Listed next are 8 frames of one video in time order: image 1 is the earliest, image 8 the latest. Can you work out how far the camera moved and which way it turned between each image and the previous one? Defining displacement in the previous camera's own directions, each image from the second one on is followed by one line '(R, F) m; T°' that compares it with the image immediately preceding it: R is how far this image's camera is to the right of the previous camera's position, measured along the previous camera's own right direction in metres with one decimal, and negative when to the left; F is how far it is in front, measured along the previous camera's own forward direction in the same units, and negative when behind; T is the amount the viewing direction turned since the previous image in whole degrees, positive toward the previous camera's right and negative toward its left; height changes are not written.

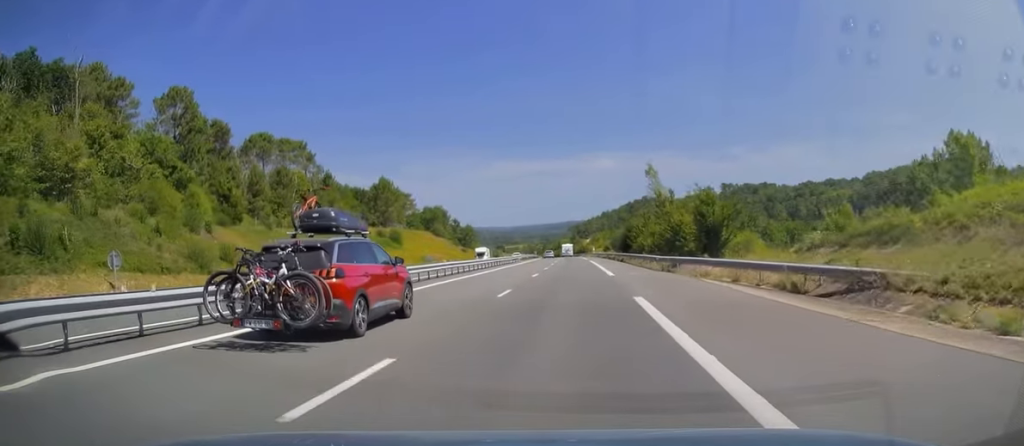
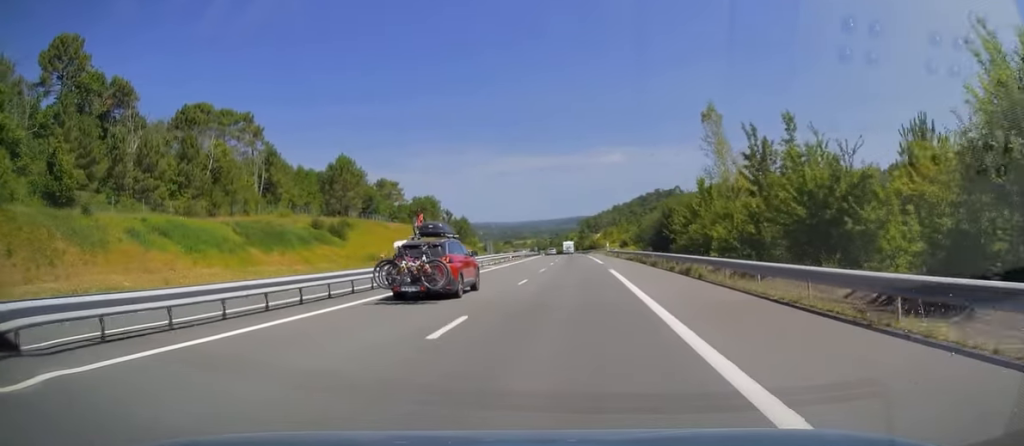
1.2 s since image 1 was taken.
(-0.3, +35.1) m; -1°
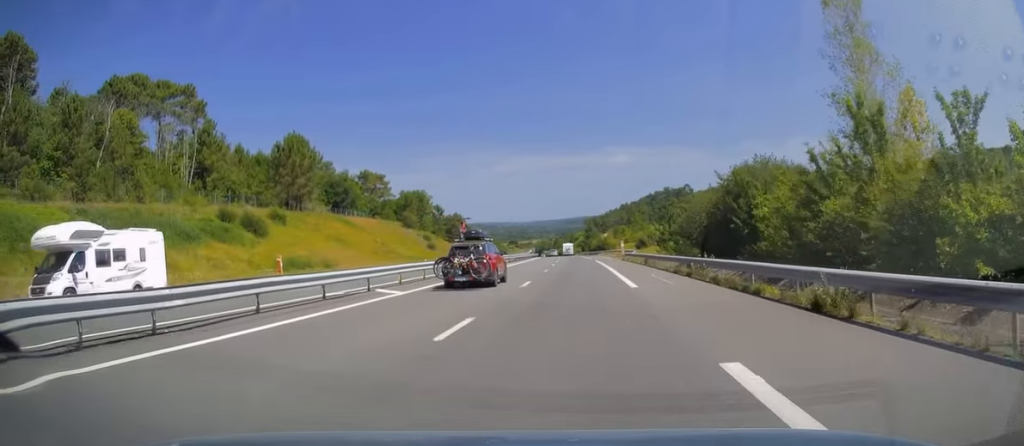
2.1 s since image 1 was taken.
(0.0, +26.6) m; -1°
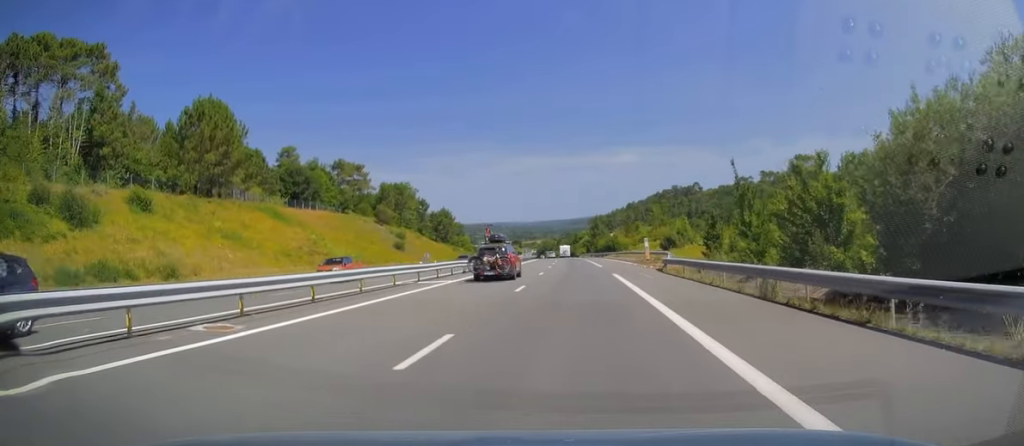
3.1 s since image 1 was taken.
(-0.3, +28.8) m; -1°
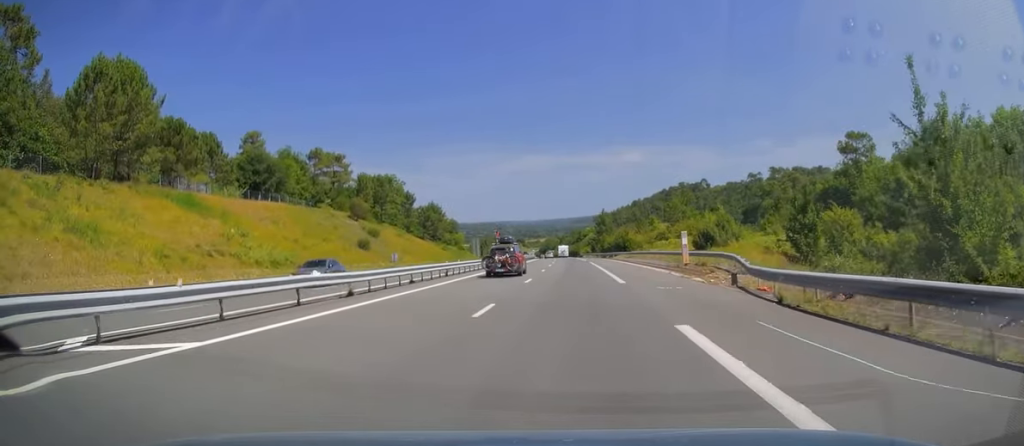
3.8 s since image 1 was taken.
(-0.1, +20.9) m; 0°
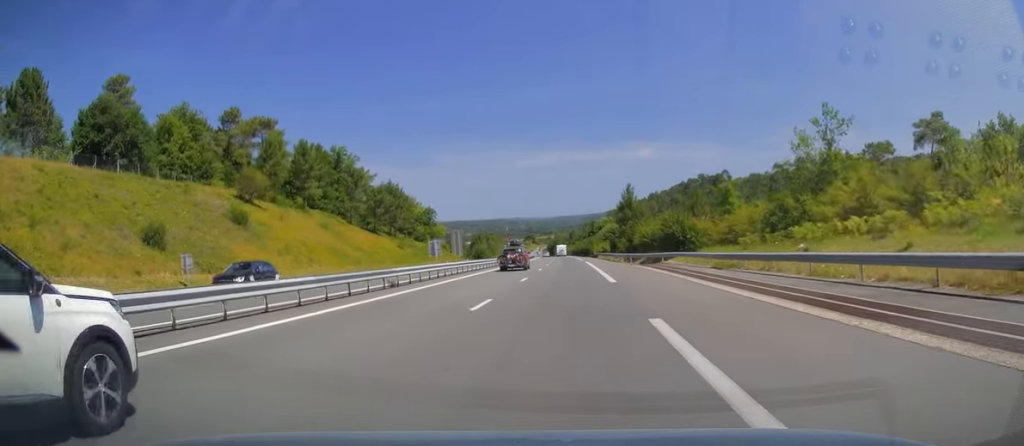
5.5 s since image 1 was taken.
(-0.5, +51.7) m; -1°
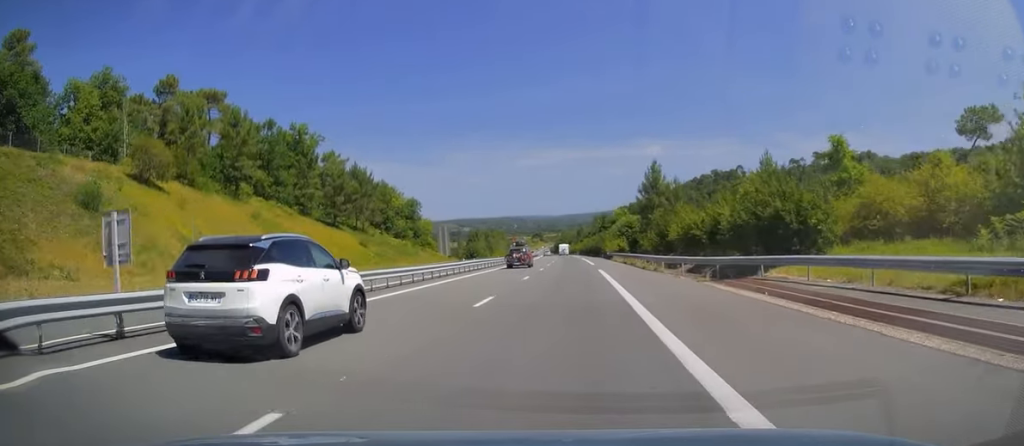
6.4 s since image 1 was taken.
(-0.1, +25.9) m; -1°
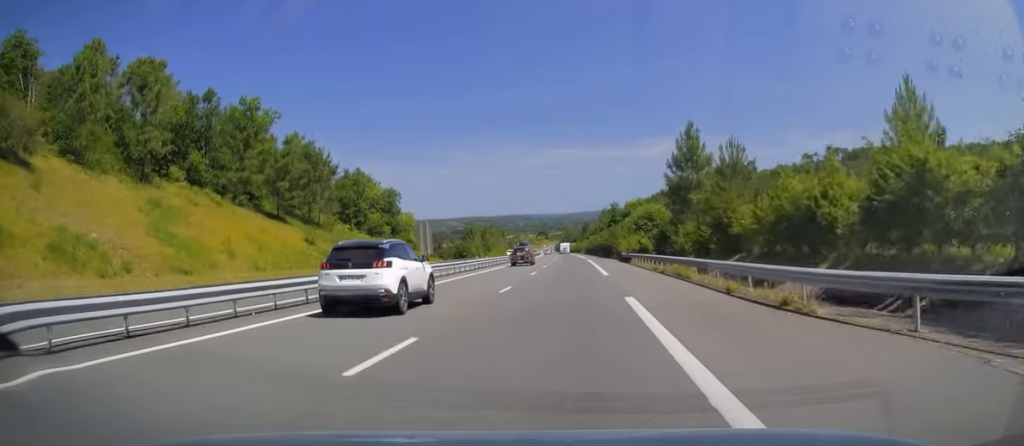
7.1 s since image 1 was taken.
(-0.3, +21.9) m; -1°
